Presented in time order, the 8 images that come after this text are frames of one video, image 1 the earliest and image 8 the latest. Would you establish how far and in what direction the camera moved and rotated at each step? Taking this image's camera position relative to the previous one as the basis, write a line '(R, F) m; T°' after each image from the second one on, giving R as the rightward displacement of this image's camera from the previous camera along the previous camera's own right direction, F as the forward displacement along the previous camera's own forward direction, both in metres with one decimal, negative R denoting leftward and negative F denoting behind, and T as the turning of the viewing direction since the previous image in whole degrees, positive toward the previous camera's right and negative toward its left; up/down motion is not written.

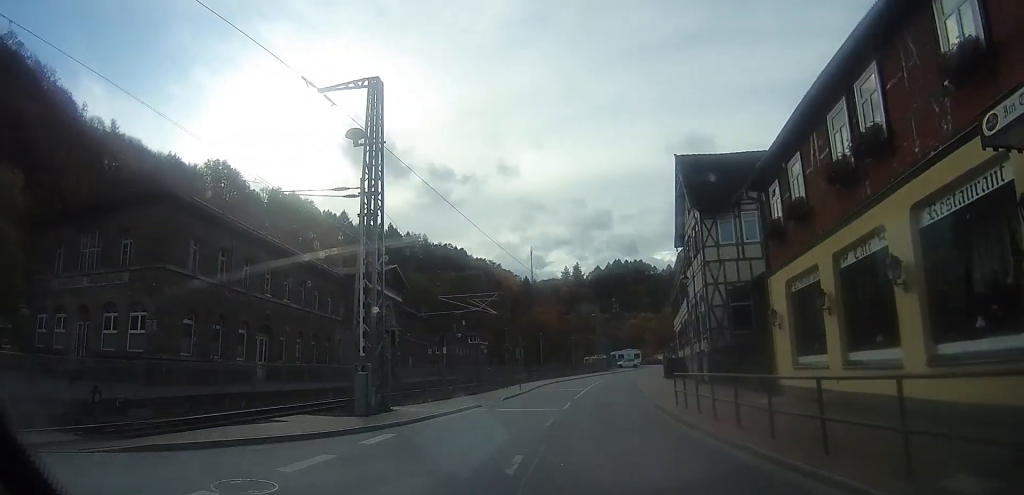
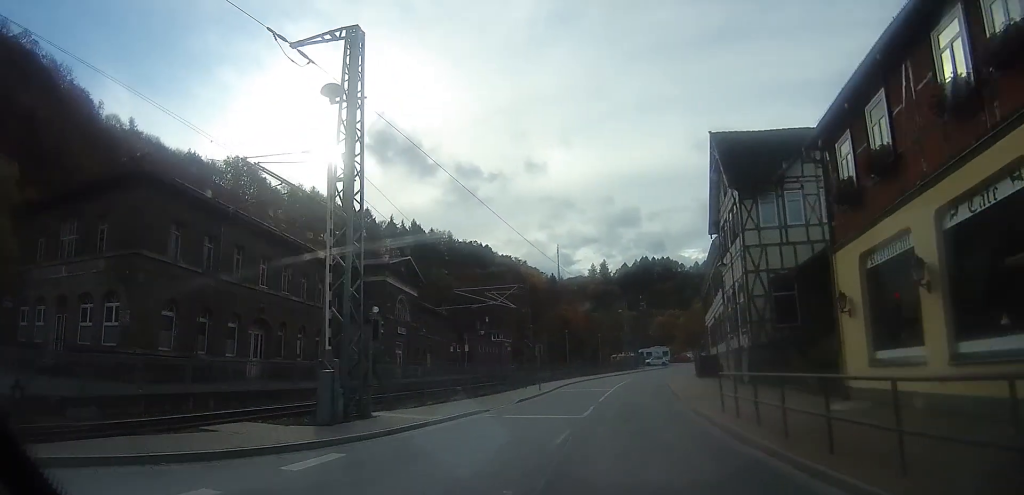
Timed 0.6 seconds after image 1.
(-0.6, +3.2) m; -10°
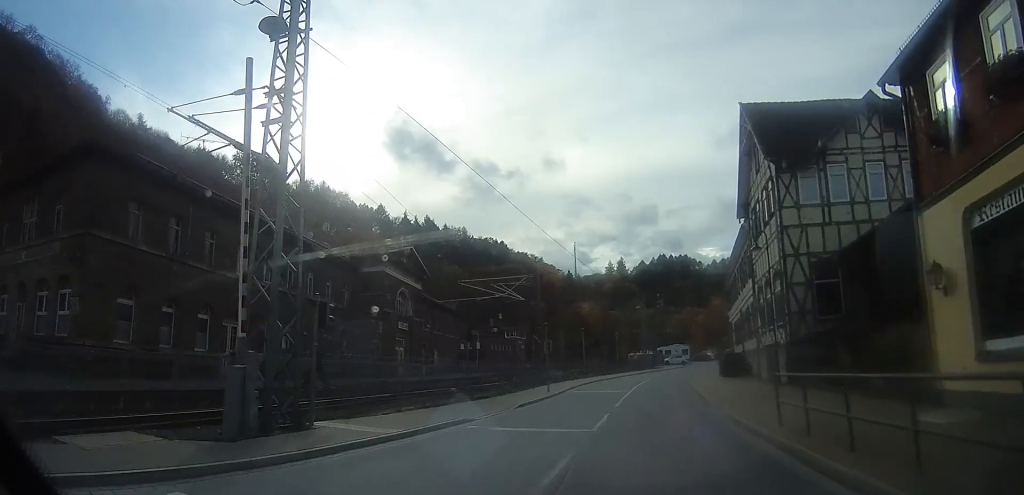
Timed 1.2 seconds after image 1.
(-0.4, +3.6) m; -8°
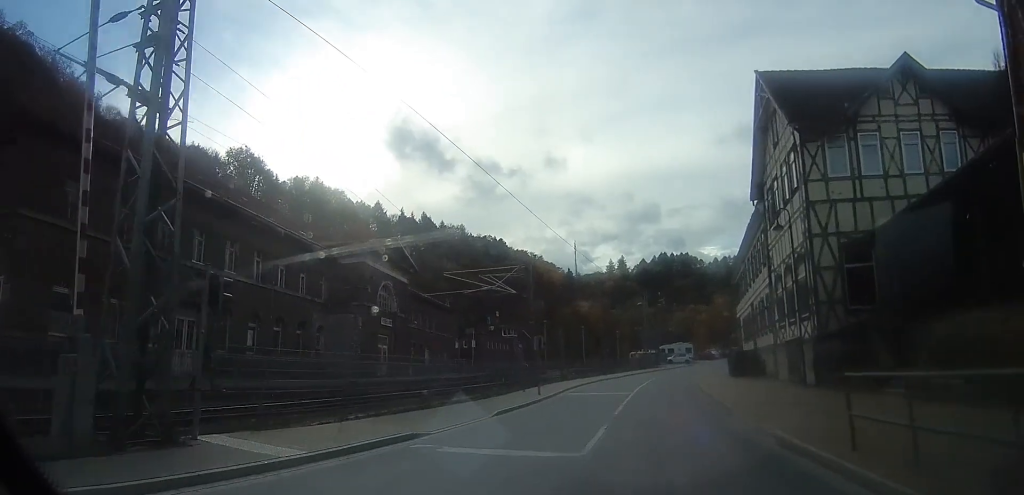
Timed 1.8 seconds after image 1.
(-0.3, +3.2) m; 0°
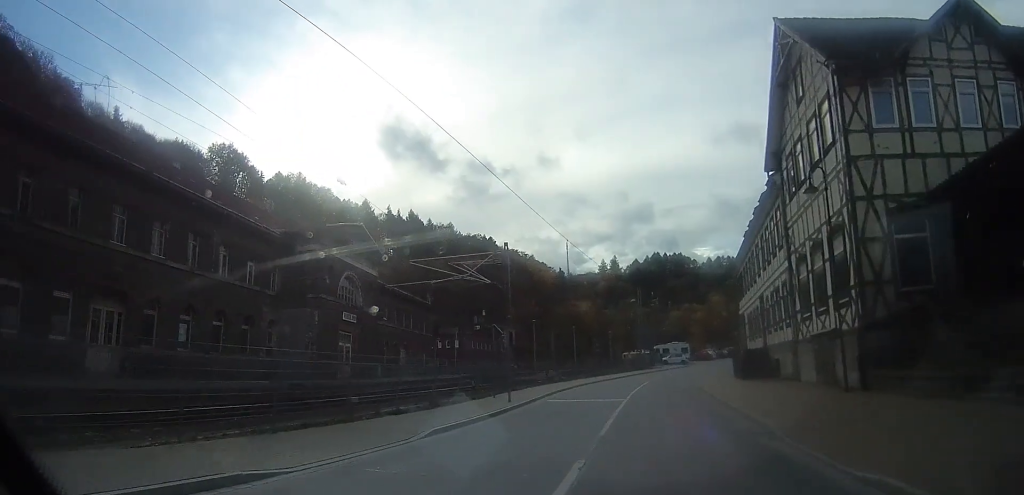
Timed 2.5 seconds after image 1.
(+0.1, +4.5) m; +4°
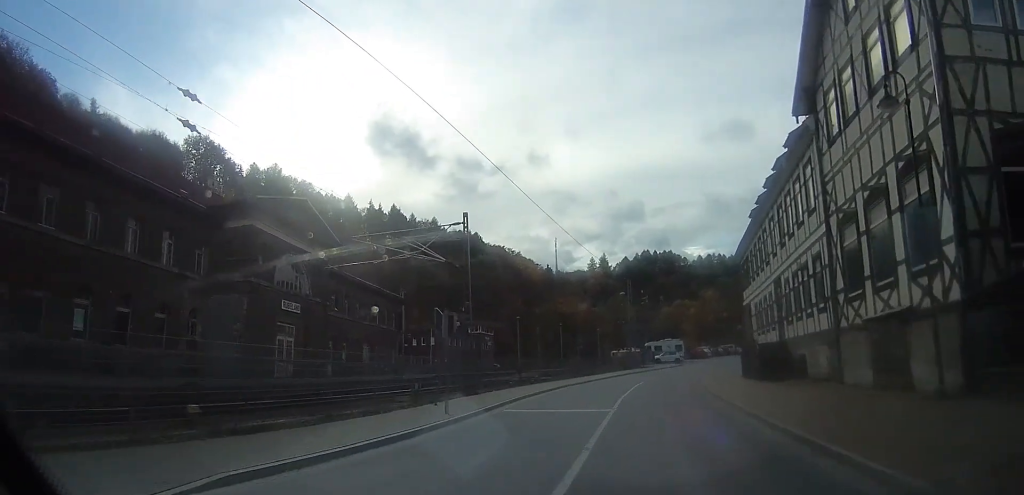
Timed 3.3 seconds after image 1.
(+0.3, +5.5) m; +4°
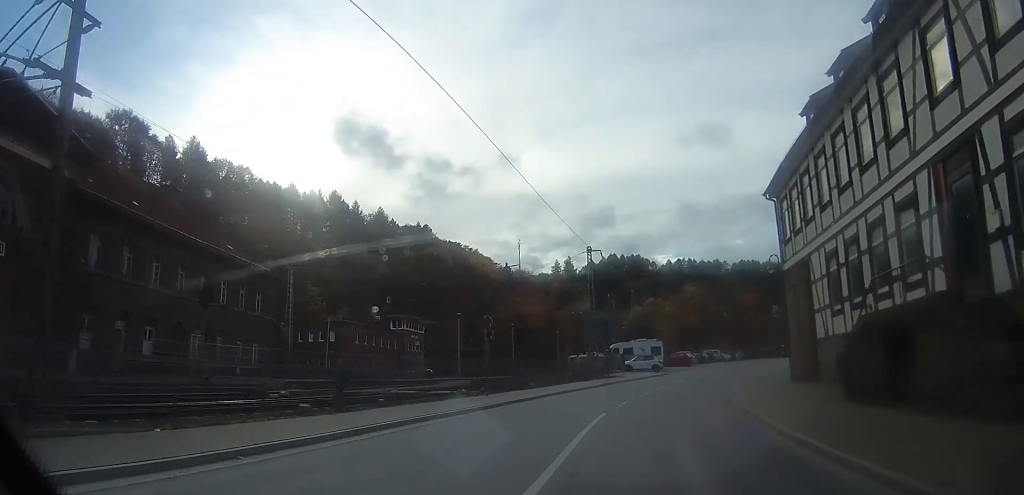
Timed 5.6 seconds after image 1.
(+0.2, +17.3) m; +3°
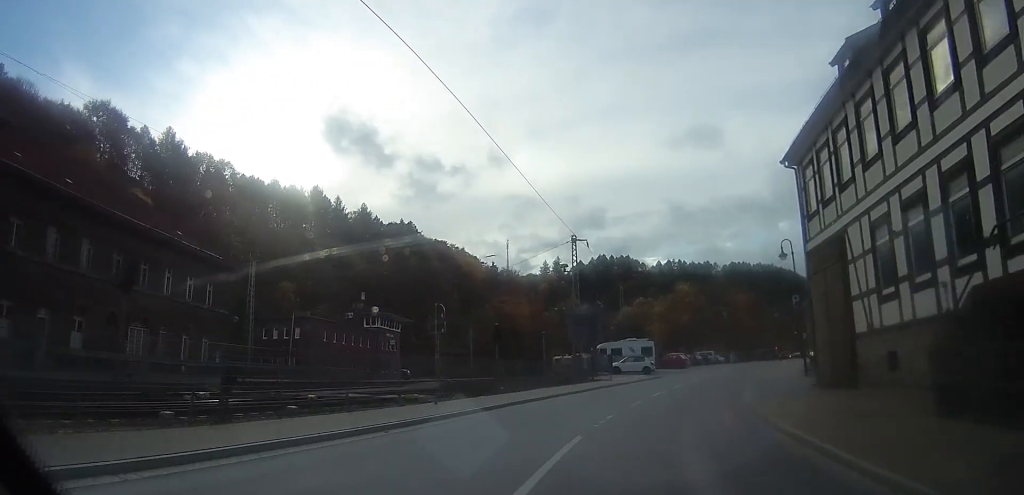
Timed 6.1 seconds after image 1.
(0.0, +4.3) m; +2°
